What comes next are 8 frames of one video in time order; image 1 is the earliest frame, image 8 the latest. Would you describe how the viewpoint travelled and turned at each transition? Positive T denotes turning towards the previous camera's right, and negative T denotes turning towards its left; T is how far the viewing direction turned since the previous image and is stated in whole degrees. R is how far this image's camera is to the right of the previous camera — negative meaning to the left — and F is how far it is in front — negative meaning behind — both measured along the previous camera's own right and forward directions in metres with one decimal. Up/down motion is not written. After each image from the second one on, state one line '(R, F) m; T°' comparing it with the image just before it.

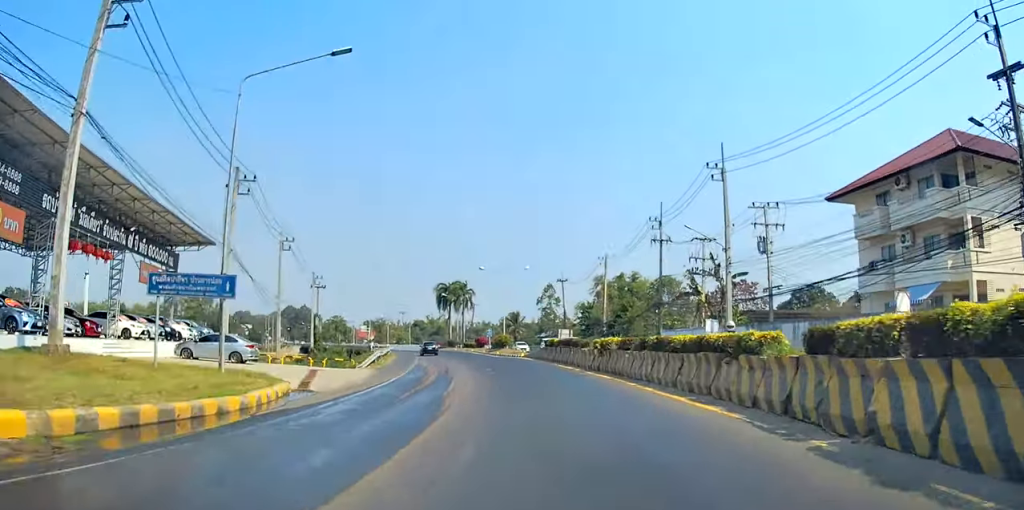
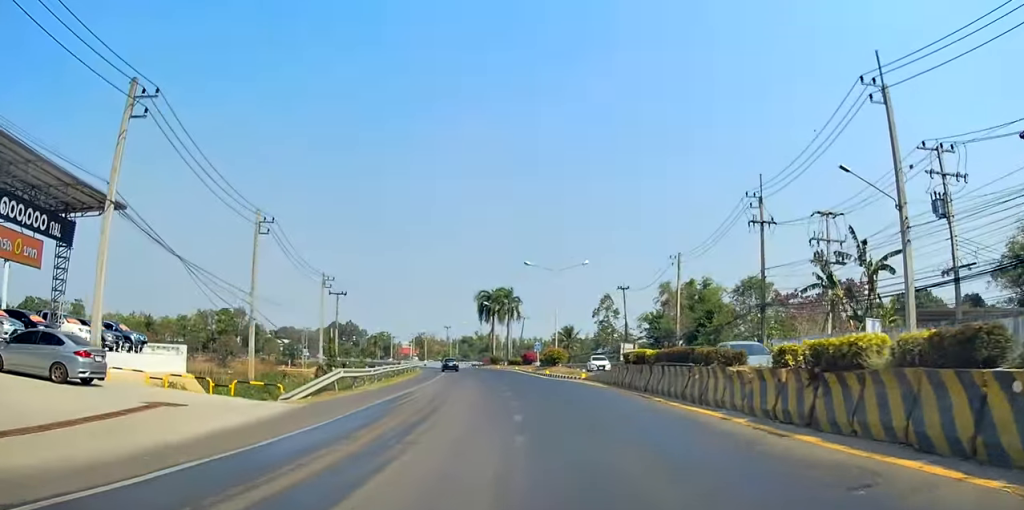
(-0.9, +16.1) m; -4°
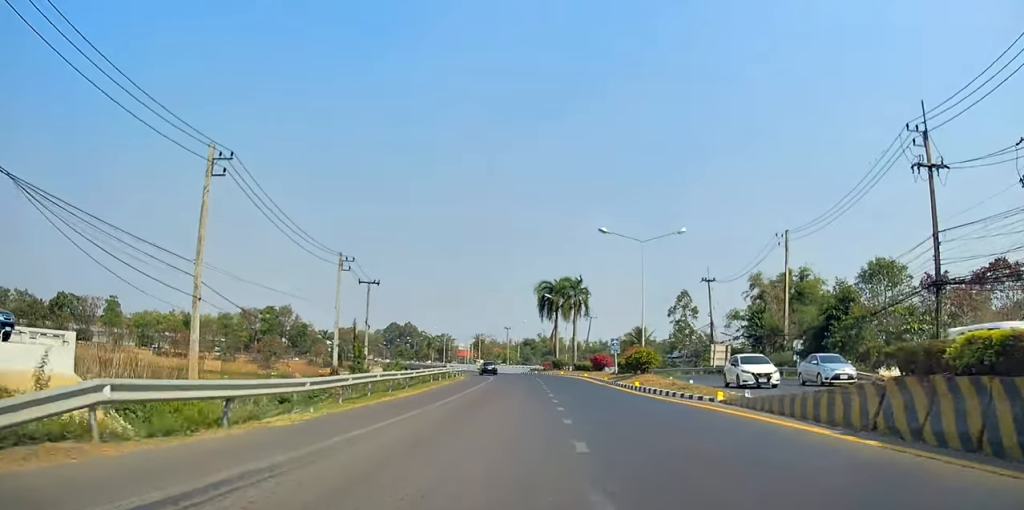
(-0.5, +16.2) m; -6°
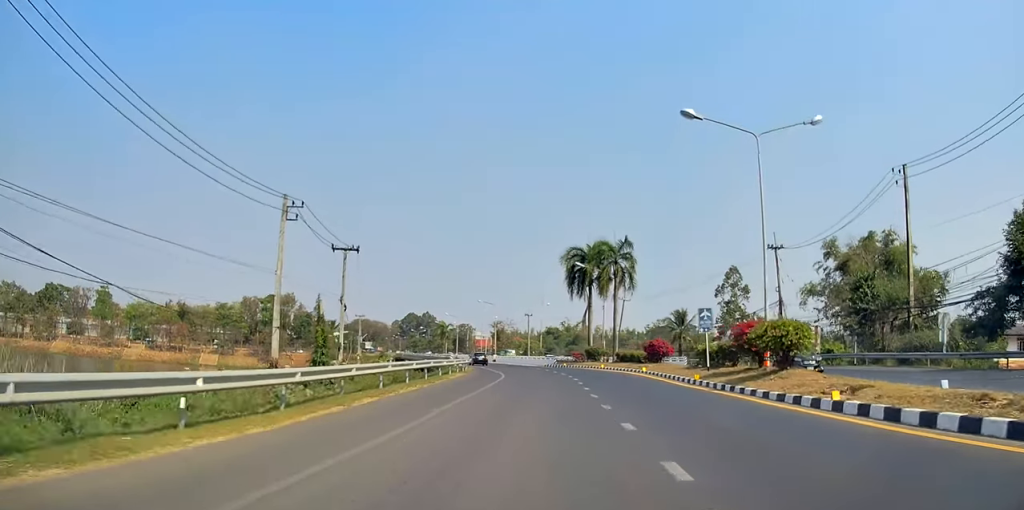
(-1.3, +18.4) m; -3°
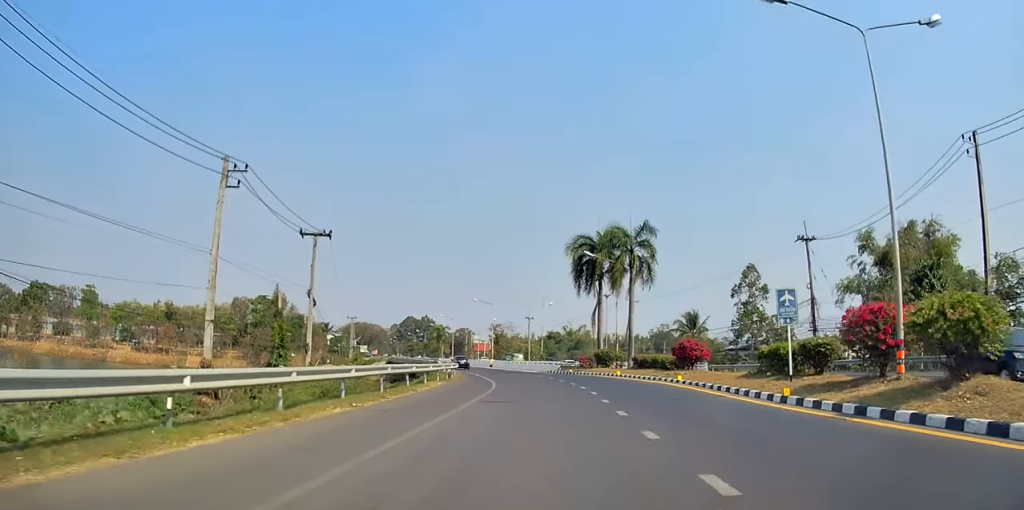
(+0.4, +8.2) m; 0°
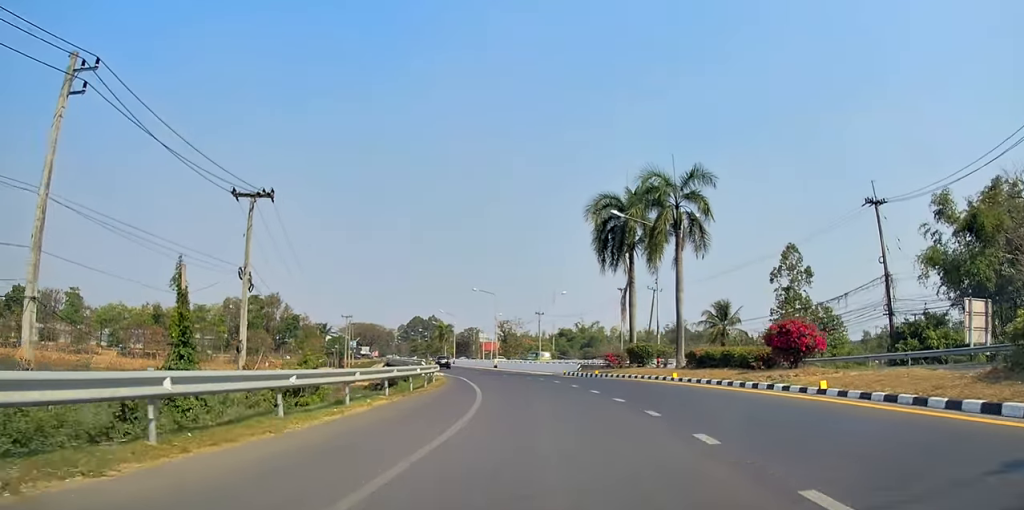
(-0.5, +13.7) m; -2°
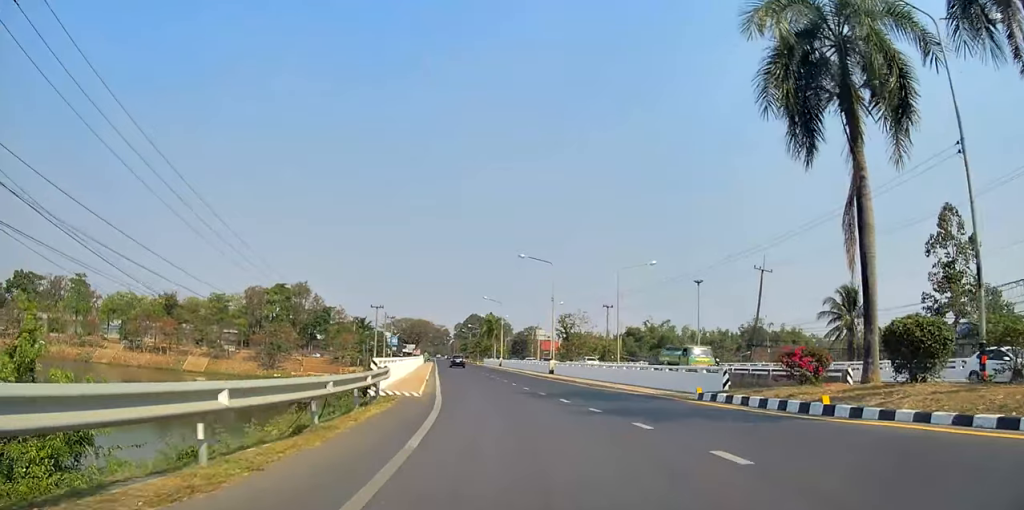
(-1.2, +25.9) m; -4°
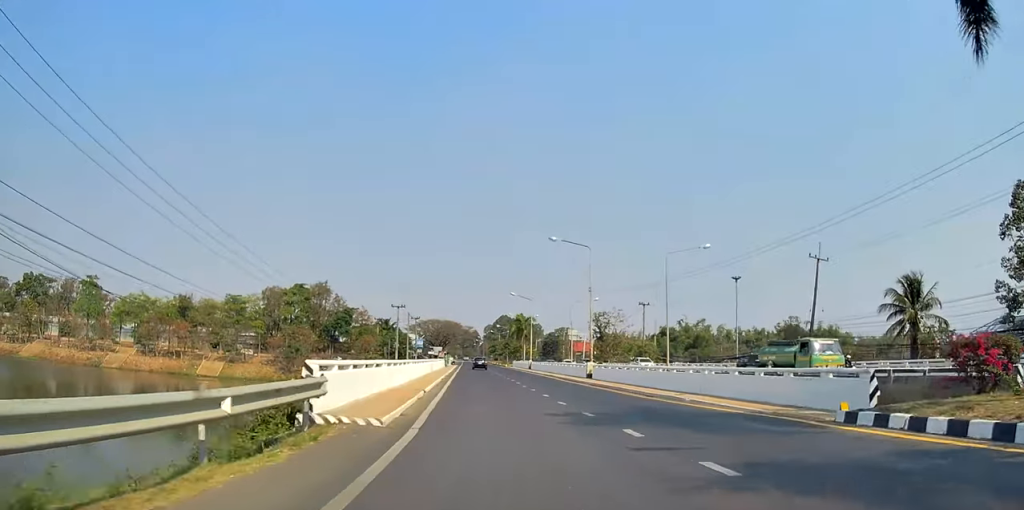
(-0.4, +7.9) m; 0°
